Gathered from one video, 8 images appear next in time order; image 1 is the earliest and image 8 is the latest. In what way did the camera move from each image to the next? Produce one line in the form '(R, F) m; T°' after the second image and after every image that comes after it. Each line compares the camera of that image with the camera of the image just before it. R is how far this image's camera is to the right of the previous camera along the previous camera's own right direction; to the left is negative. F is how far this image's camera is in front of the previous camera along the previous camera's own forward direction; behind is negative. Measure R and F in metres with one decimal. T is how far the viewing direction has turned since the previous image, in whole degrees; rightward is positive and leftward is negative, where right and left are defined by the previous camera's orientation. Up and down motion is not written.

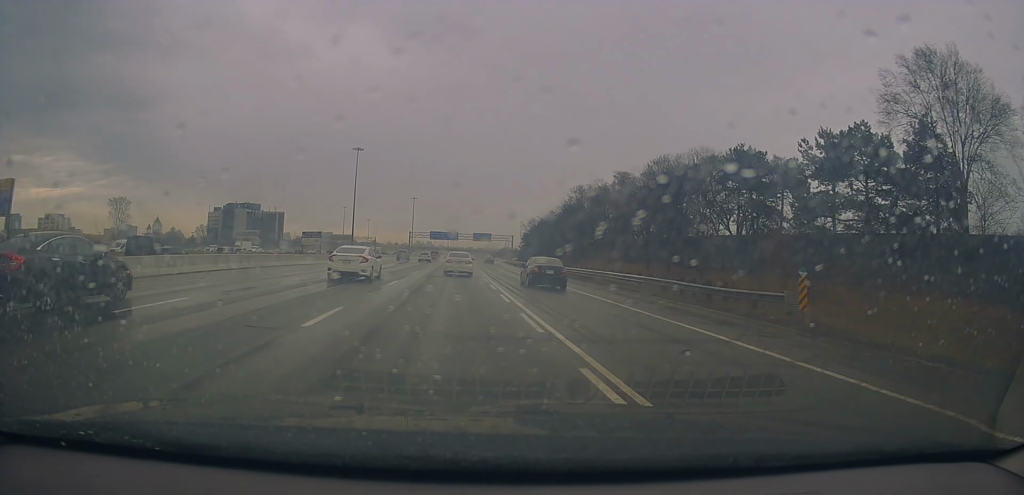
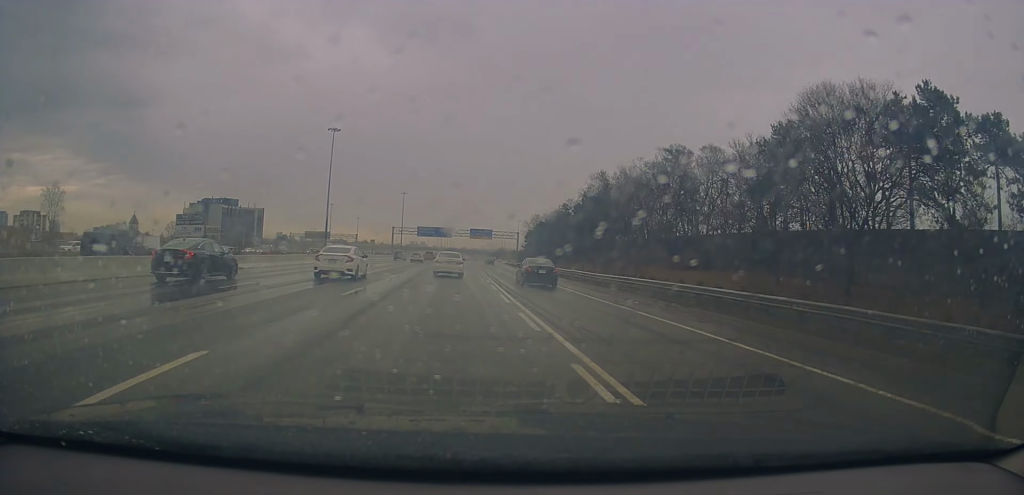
(+0.6, +30.6) m; +1°
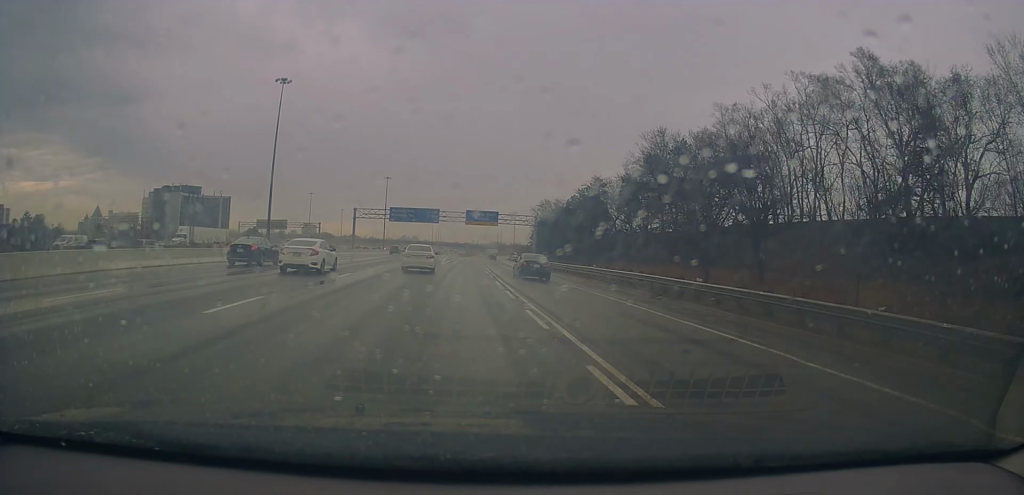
(-0.7, +43.3) m; -1°
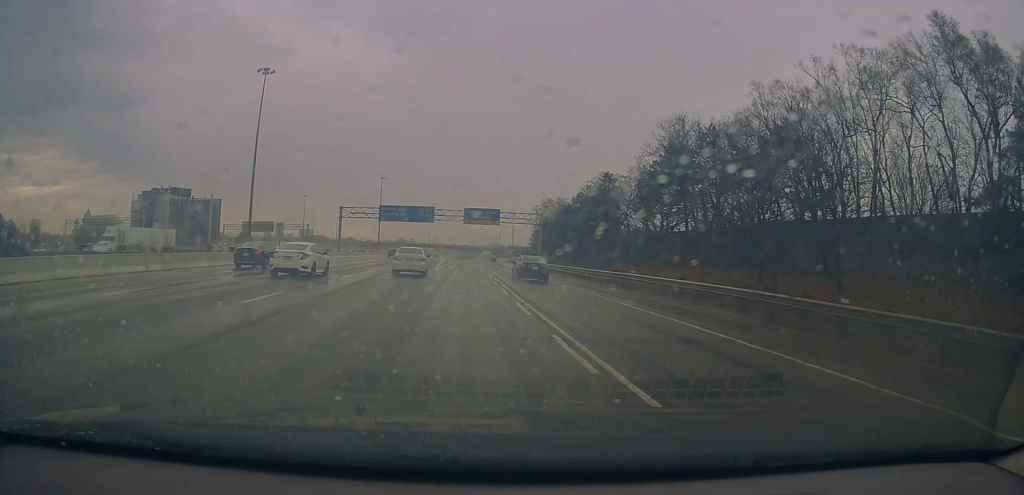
(0.0, +9.3) m; 0°
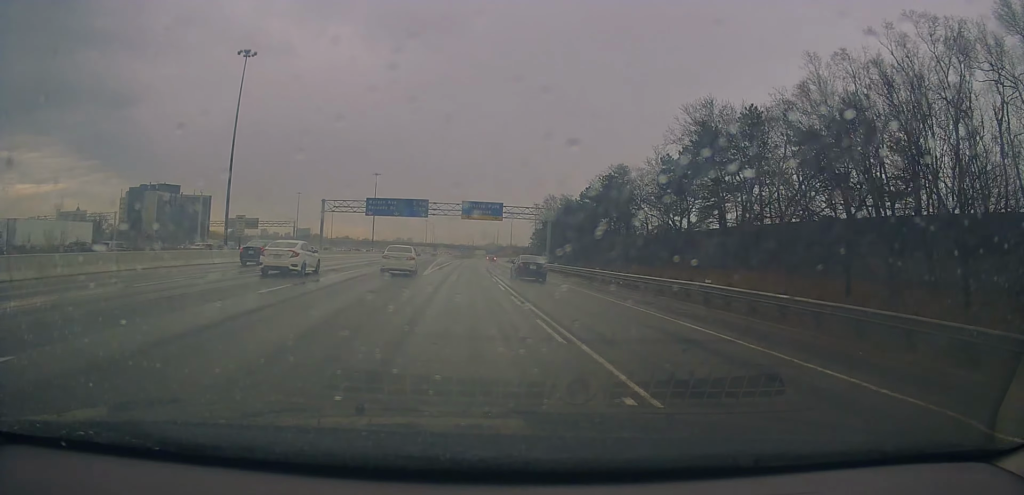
(0.0, +10.7) m; +1°
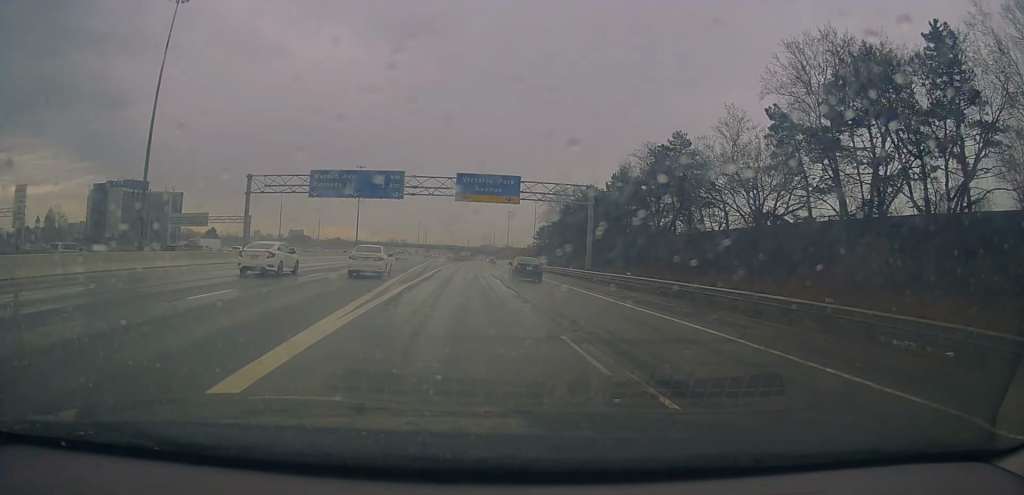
(+0.5, +27.2) m; +2°
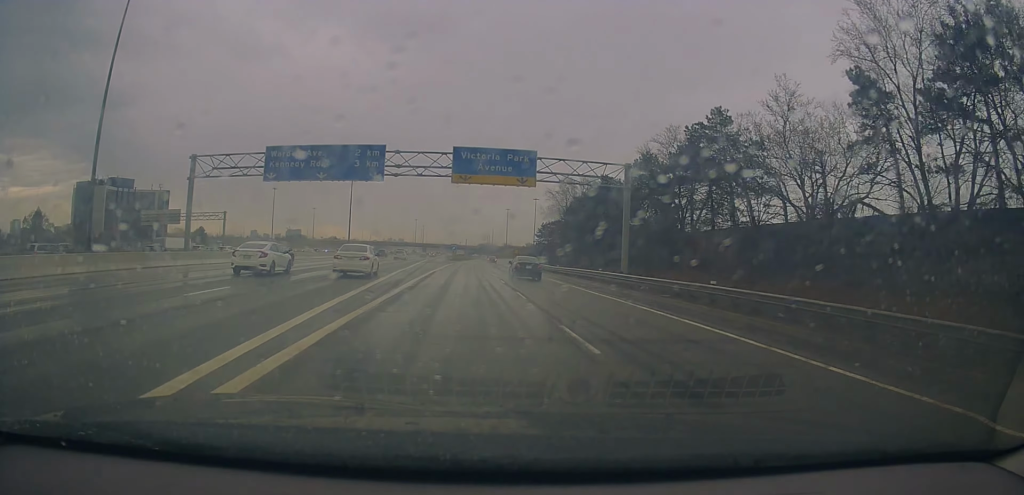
(0.0, +11.4) m; 0°
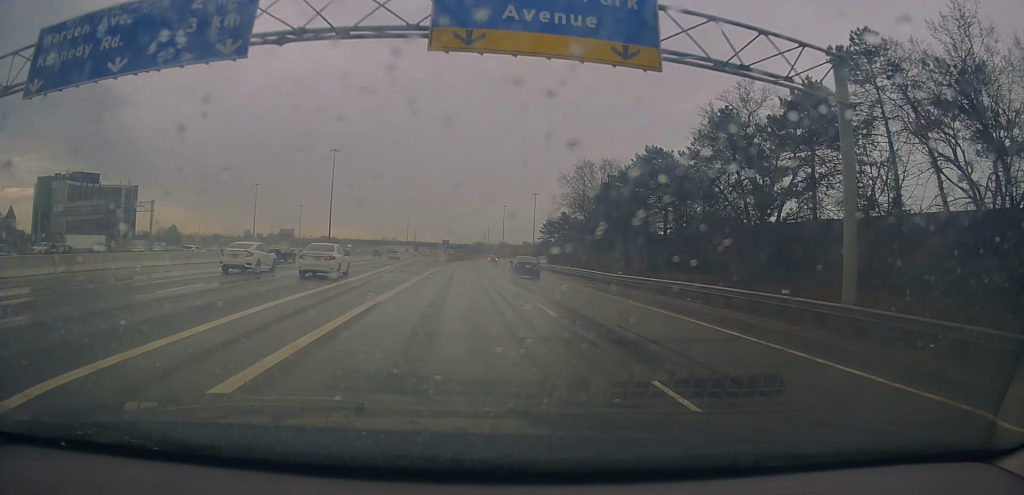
(0.0, +24.4) m; 0°
